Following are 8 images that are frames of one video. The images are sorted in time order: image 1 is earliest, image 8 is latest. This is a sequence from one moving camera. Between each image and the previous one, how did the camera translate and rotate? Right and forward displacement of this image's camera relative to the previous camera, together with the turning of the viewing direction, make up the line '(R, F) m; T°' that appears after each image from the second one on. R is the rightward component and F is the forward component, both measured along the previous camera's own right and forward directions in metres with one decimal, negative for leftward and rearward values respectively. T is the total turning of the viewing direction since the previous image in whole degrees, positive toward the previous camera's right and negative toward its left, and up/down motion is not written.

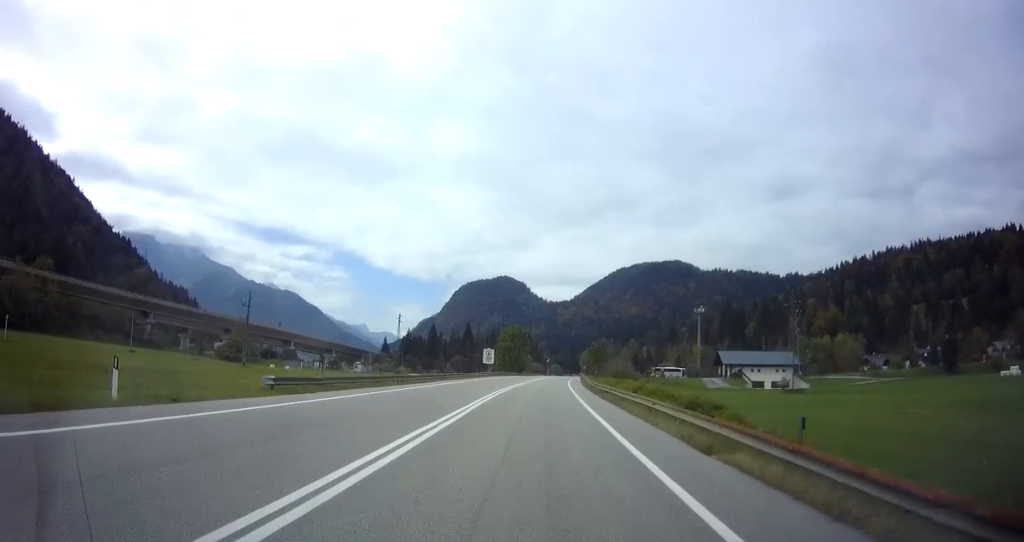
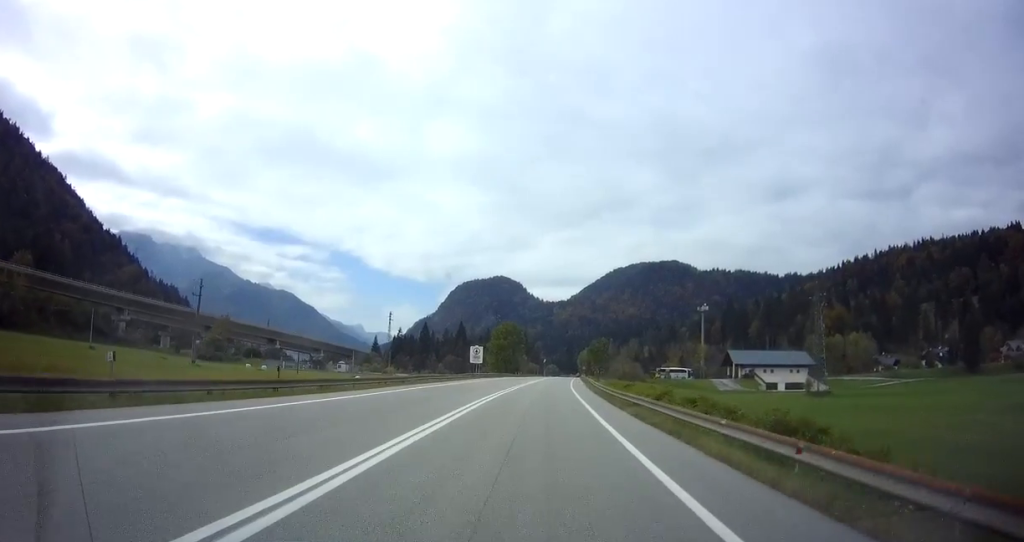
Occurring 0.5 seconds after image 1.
(0.0, +11.2) m; 0°
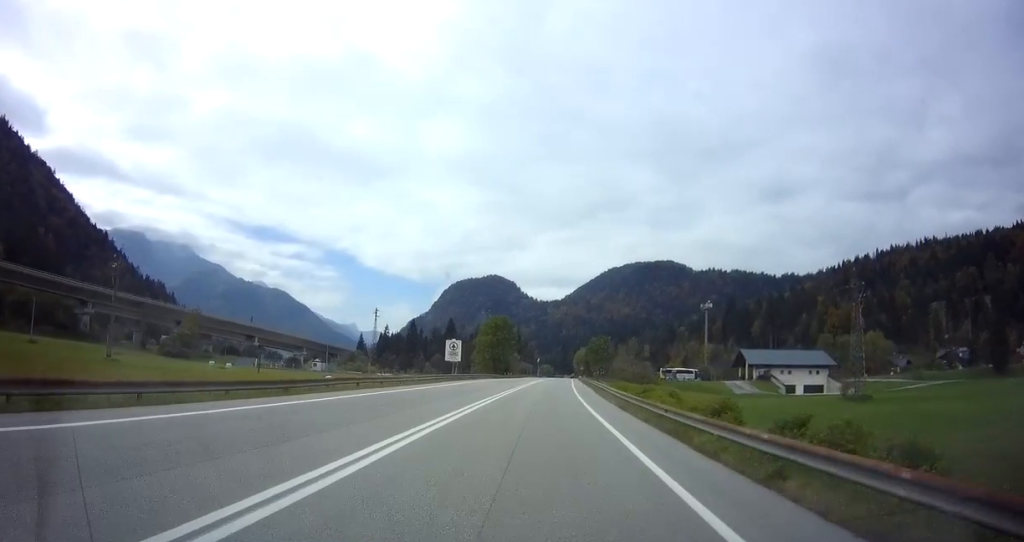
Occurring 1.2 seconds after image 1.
(+0.2, +14.0) m; +1°
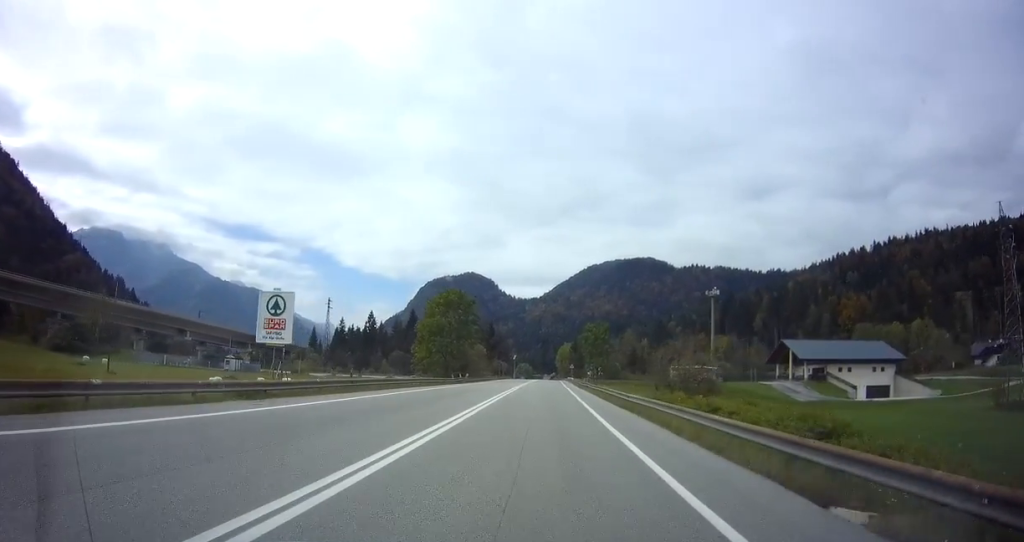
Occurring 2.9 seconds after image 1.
(+0.8, +35.2) m; +3°
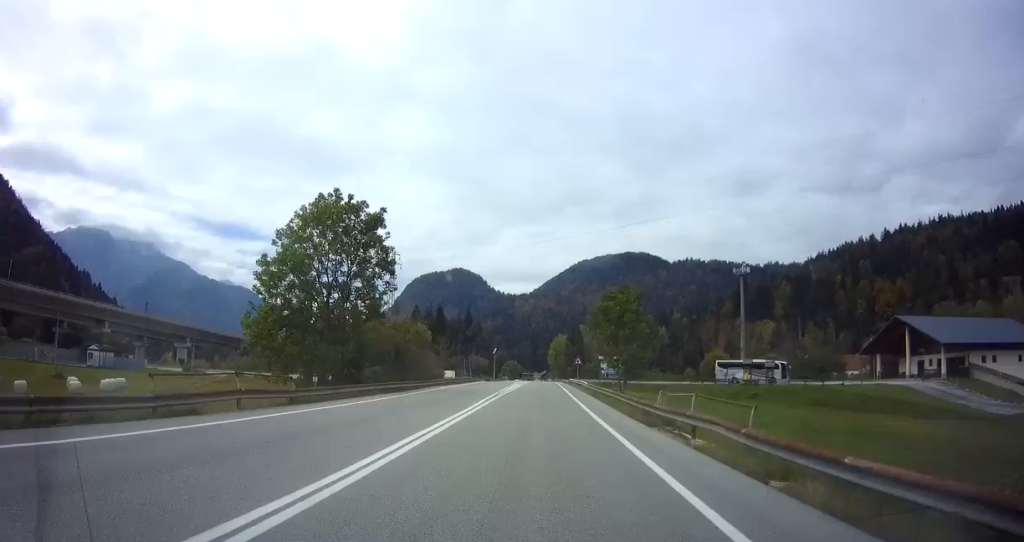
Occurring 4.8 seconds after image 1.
(-0.2, +38.4) m; -1°
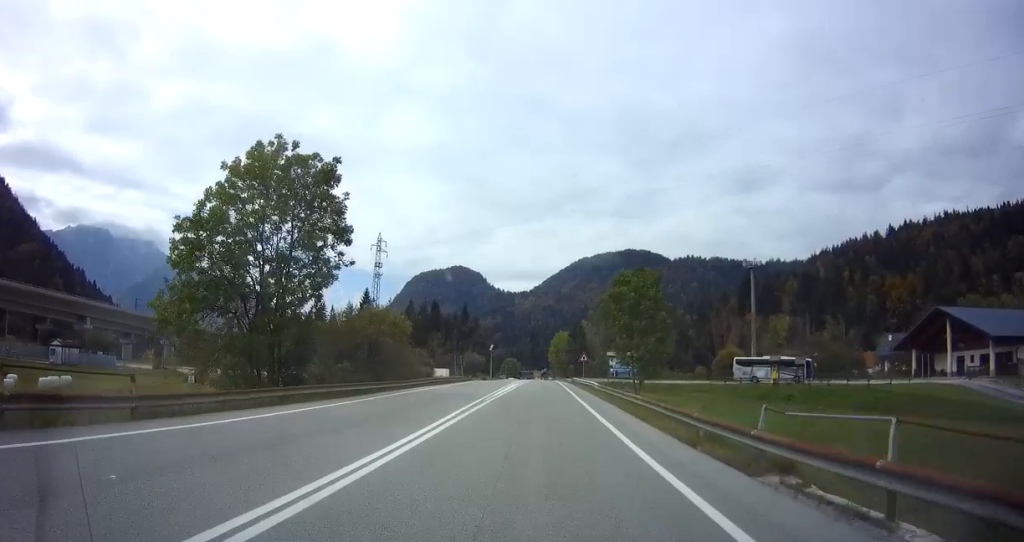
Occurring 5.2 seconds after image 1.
(-0.2, +8.9) m; 0°
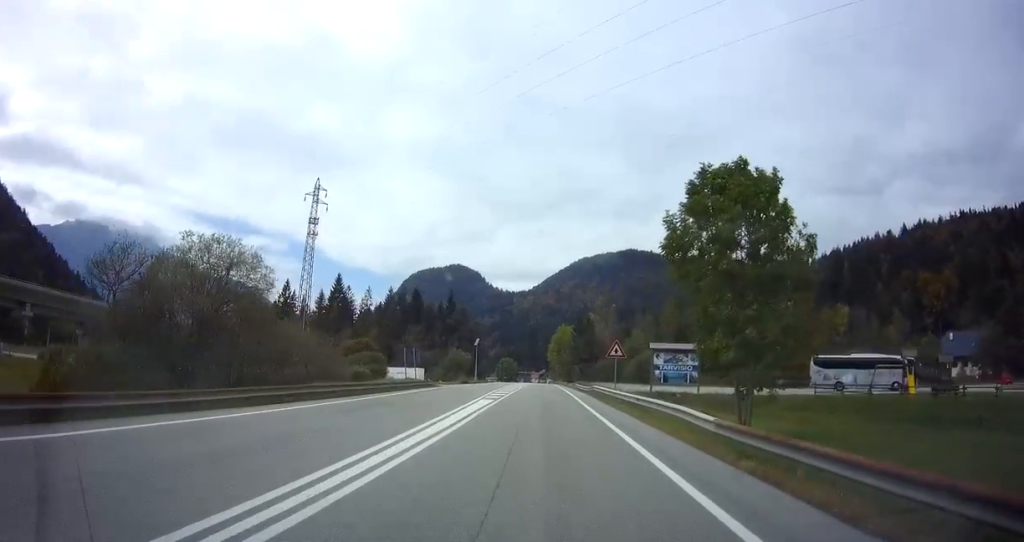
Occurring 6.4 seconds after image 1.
(+0.6, +23.6) m; +1°
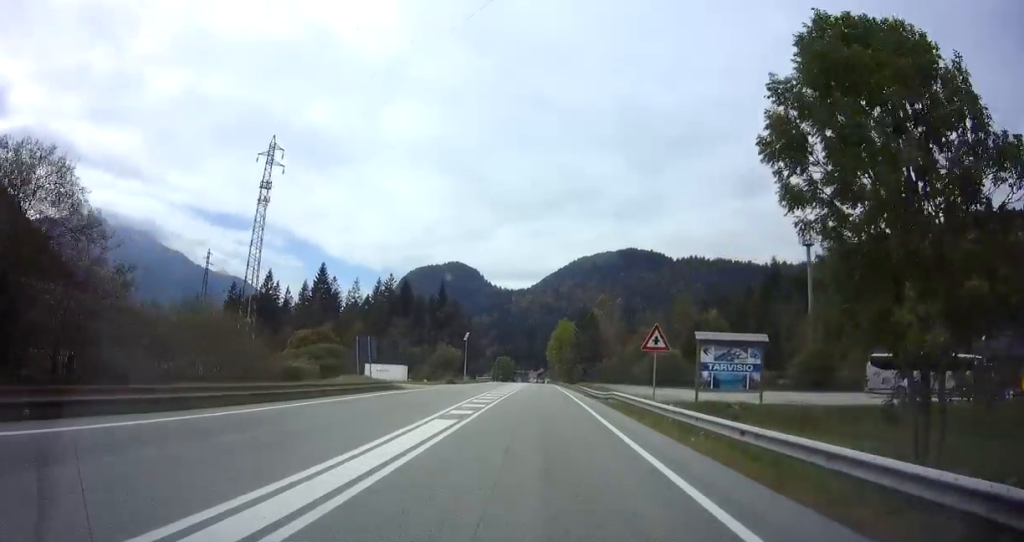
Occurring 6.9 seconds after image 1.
(-0.1, +10.7) m; +1°
